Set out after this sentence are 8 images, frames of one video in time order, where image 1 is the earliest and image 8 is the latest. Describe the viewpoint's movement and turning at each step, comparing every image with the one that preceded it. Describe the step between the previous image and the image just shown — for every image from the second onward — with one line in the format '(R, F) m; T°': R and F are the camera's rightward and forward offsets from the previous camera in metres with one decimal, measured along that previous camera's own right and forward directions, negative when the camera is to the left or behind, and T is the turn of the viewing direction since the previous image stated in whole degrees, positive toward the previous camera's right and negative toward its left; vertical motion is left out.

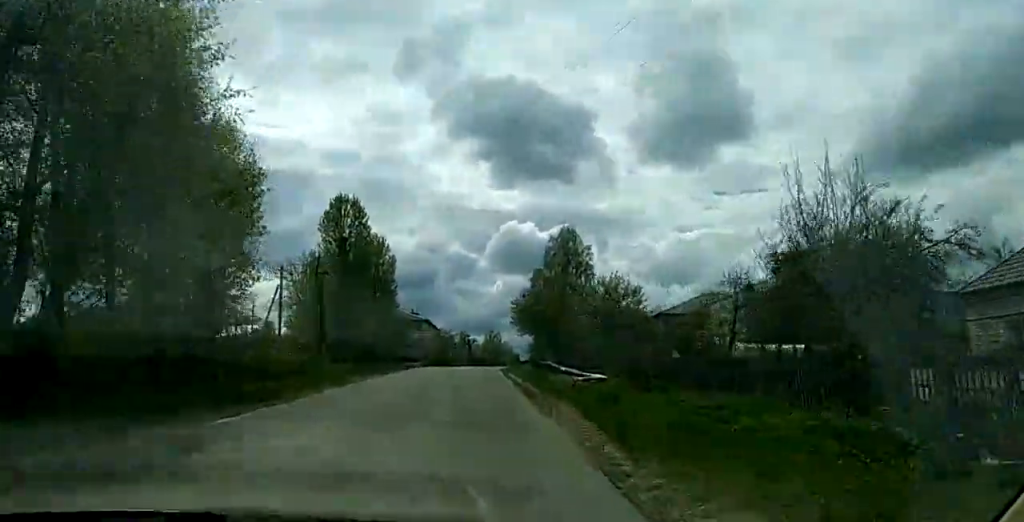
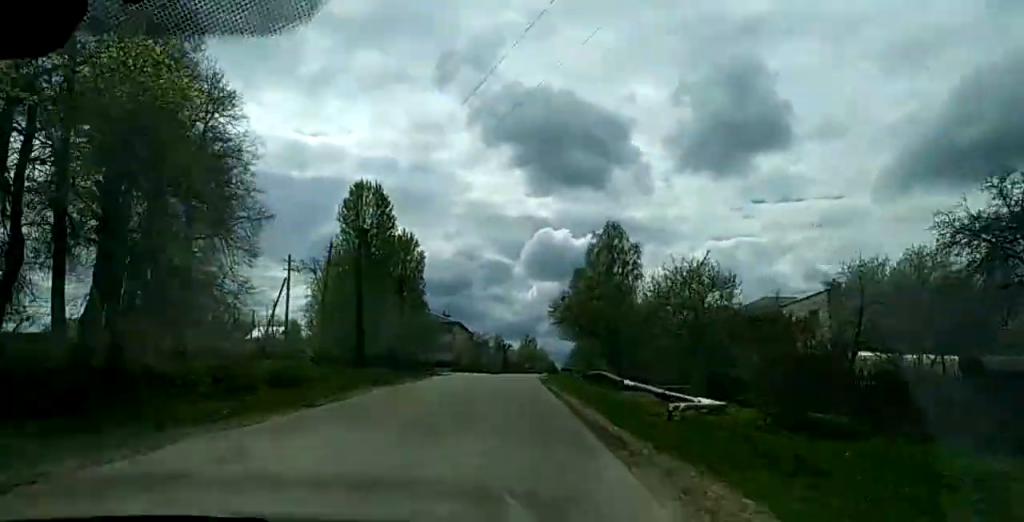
(+0.1, +11.1) m; 0°
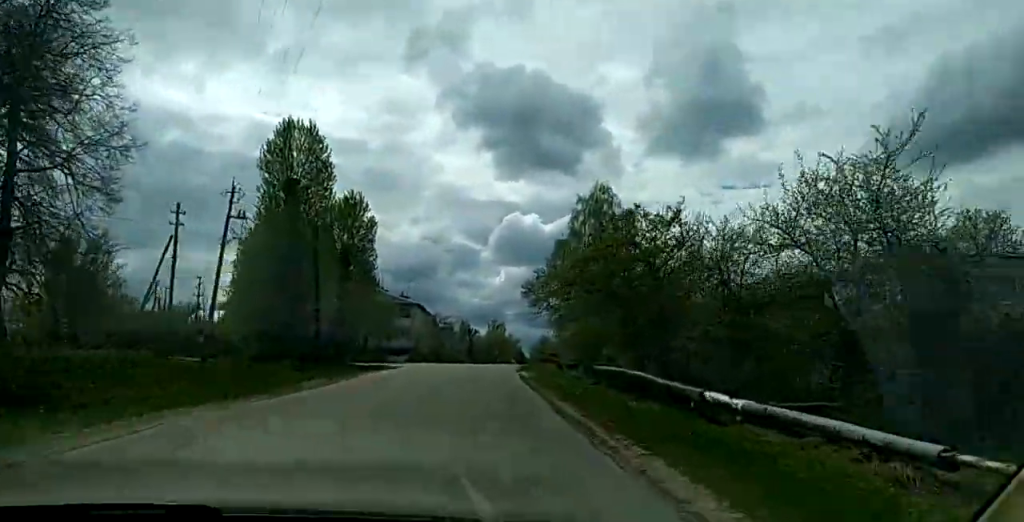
(-0.3, +15.9) m; -1°
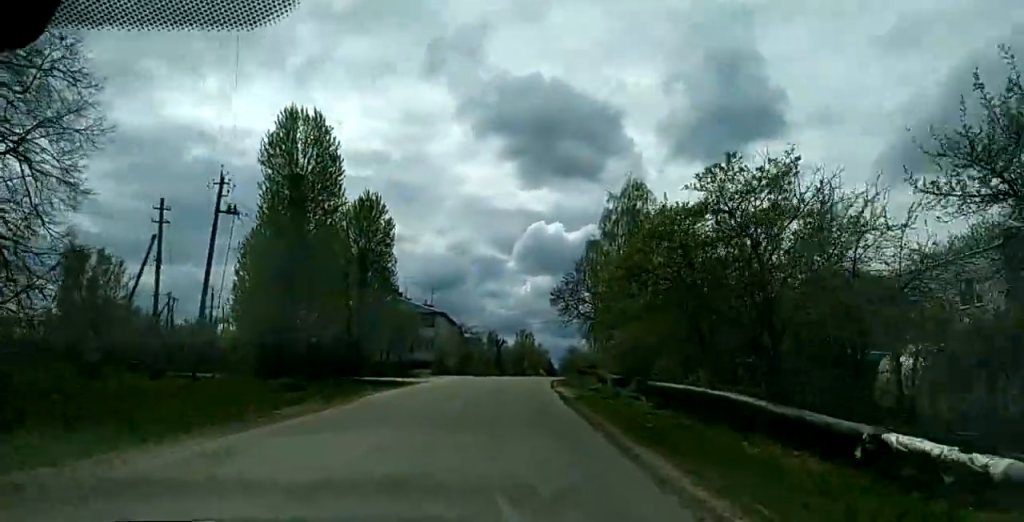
(0.0, +6.3) m; 0°
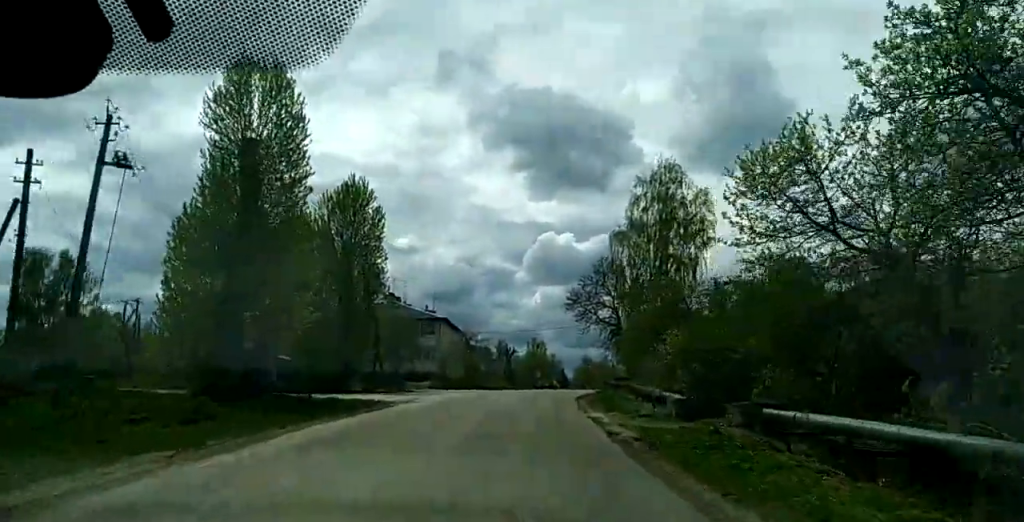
(+0.2, +12.9) m; 0°
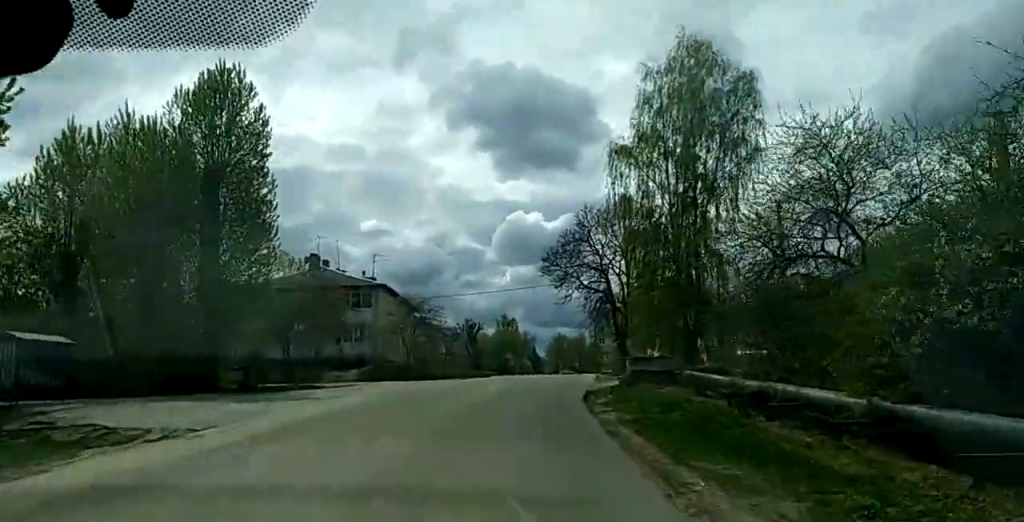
(-0.4, +22.8) m; +1°
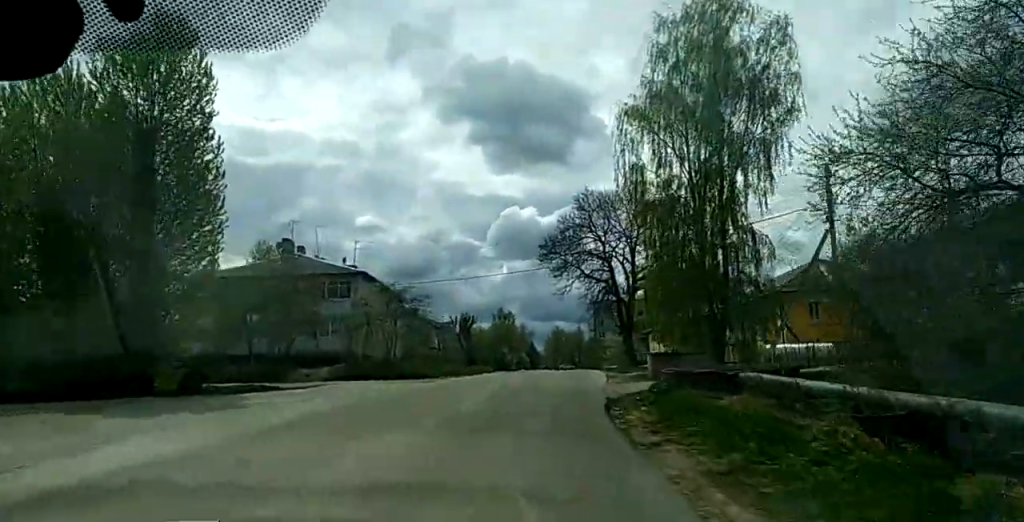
(-0.1, +7.4) m; +2°
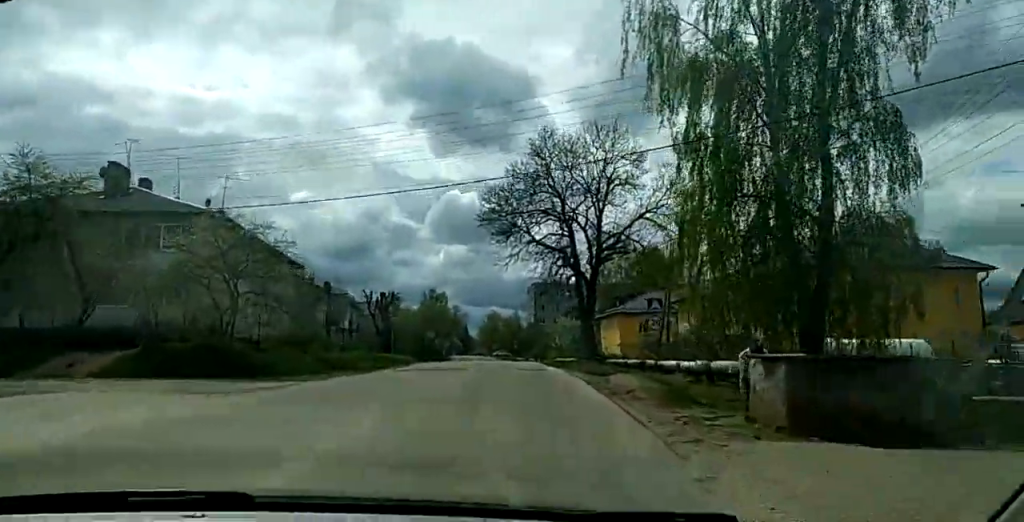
(+0.9, +18.9) m; +4°
